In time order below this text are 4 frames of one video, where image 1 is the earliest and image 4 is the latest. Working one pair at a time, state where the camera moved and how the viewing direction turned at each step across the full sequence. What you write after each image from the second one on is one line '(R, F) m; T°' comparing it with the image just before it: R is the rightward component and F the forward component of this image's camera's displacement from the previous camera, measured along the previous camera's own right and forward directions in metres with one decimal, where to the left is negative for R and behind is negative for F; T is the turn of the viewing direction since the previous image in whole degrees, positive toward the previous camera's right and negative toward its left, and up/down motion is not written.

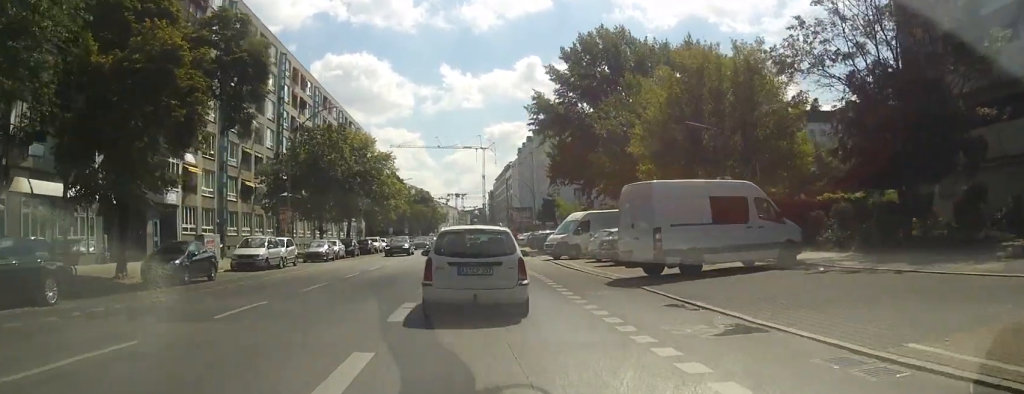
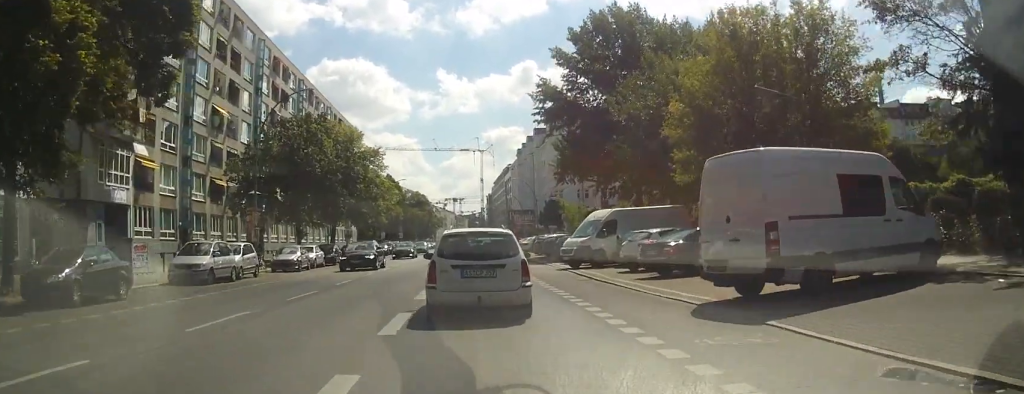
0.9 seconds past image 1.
(+0.1, +7.5) m; +1°
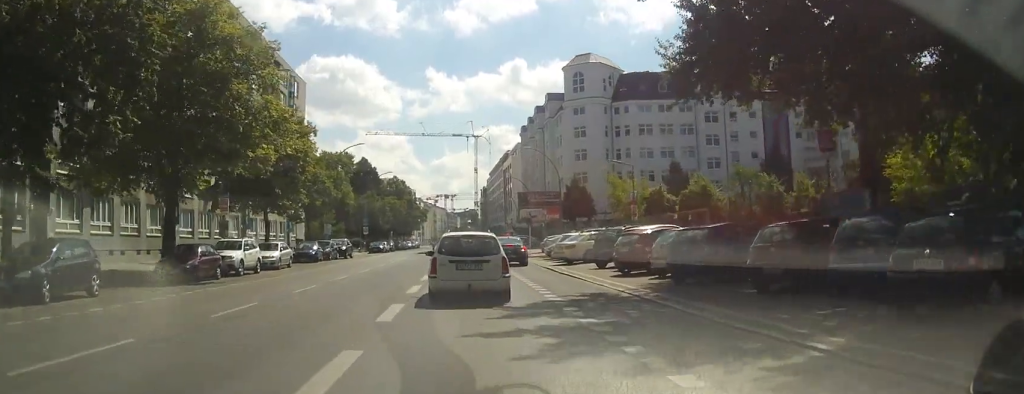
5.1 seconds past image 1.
(+0.9, +35.1) m; 0°
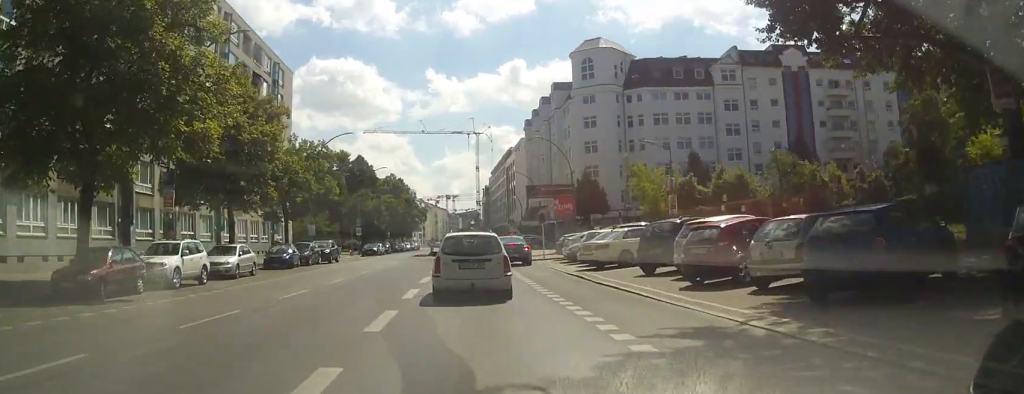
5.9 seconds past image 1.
(-0.1, +7.3) m; 0°
